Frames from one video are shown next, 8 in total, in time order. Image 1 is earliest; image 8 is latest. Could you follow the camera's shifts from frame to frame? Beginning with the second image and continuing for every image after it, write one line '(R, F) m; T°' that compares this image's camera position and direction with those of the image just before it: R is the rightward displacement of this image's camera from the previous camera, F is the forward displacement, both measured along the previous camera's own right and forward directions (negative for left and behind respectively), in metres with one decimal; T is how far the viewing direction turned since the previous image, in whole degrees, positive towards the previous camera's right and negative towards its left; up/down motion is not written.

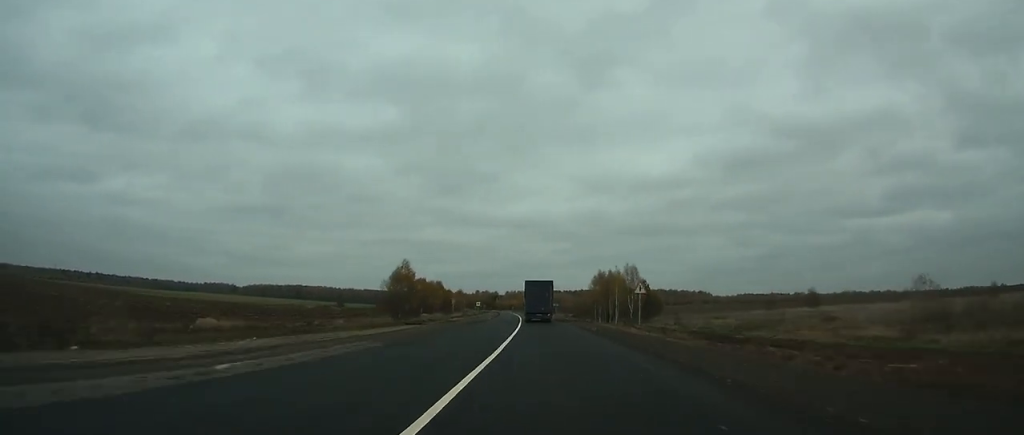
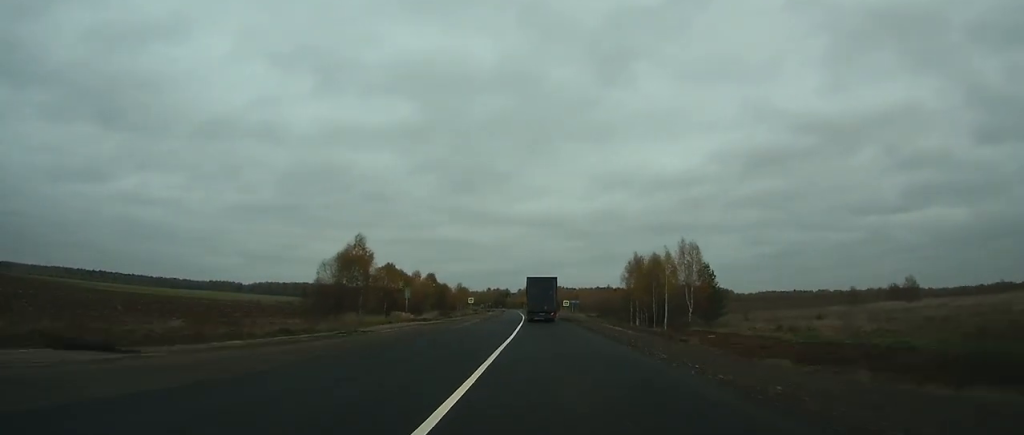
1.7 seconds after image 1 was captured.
(-0.6, +40.6) m; -1°
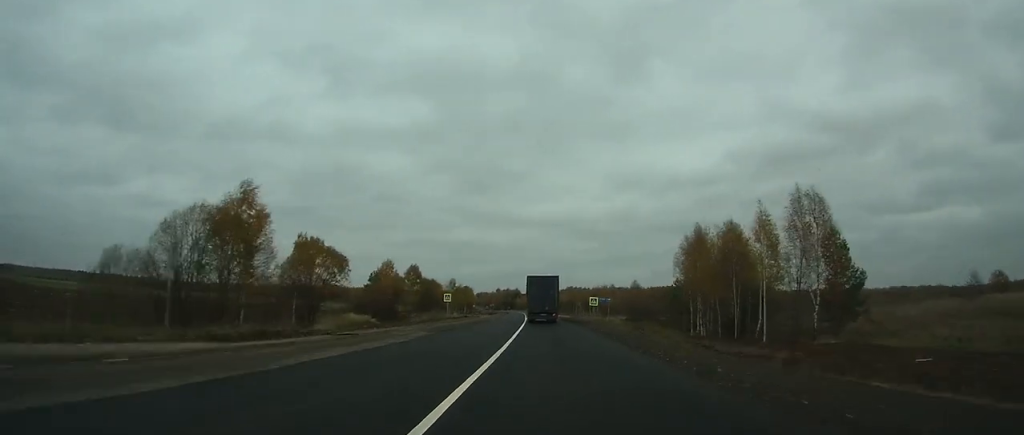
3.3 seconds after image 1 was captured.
(-0.4, +36.9) m; -1°
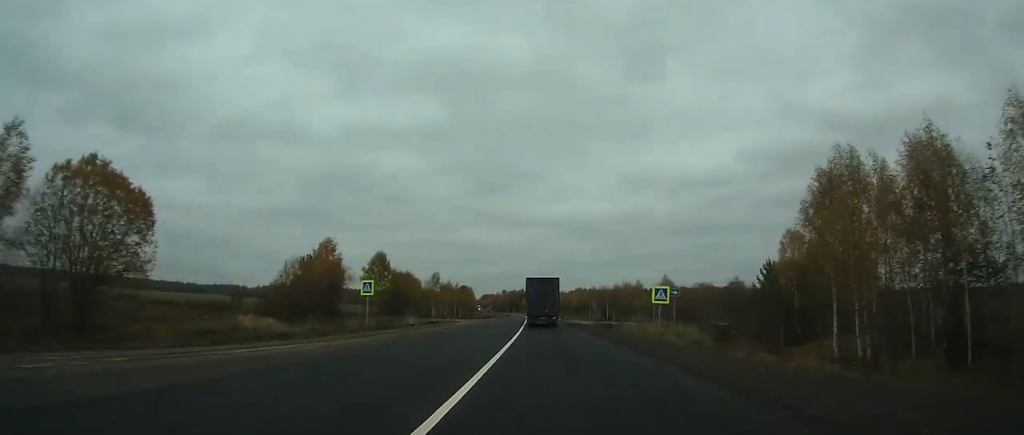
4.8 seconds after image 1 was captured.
(-0.1, +33.5) m; -1°
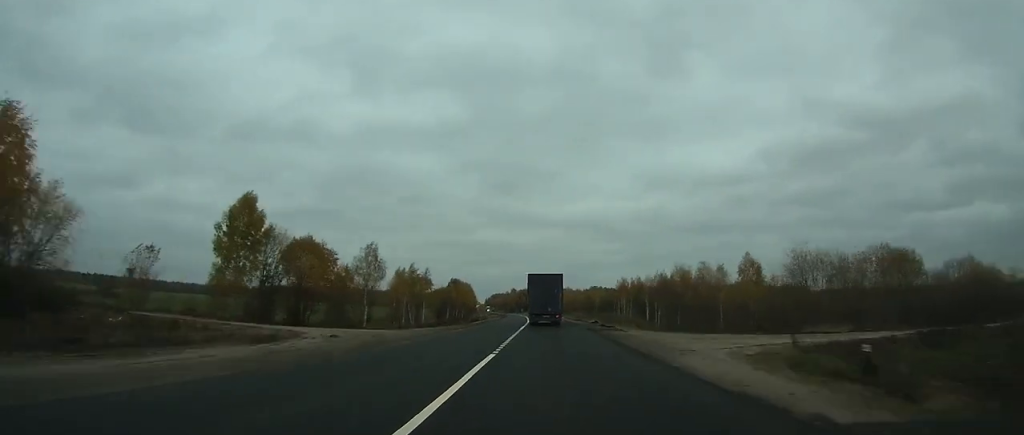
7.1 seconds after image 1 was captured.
(-0.5, +50.2) m; -1°
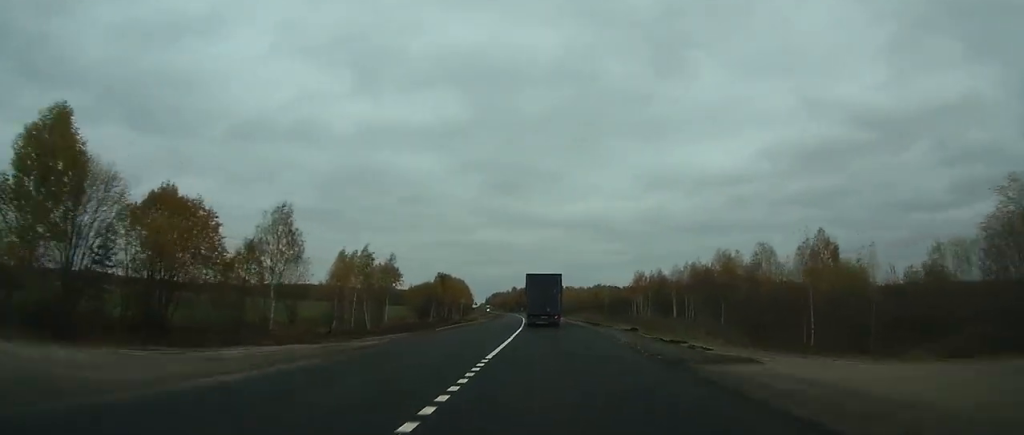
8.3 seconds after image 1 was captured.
(-0.2, +26.1) m; -1°
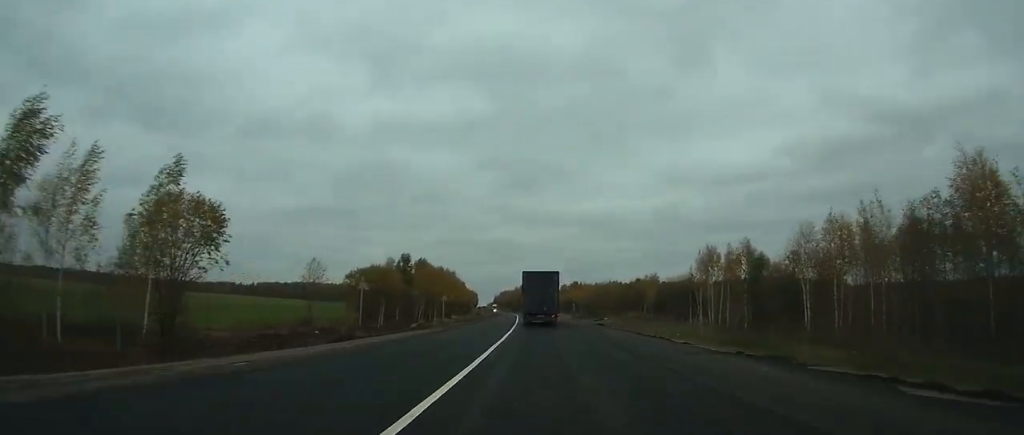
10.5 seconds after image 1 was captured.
(-0.7, +52.0) m; -2°
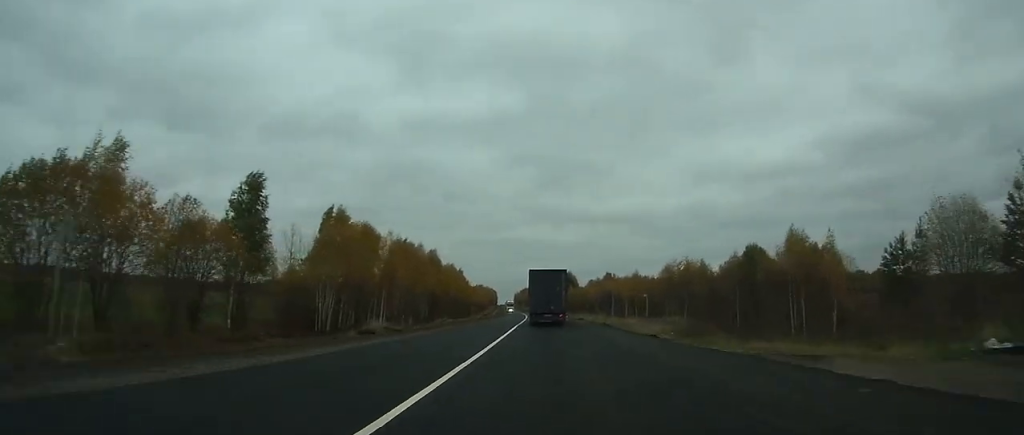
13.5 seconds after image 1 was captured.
(-1.1, +64.6) m; -2°
